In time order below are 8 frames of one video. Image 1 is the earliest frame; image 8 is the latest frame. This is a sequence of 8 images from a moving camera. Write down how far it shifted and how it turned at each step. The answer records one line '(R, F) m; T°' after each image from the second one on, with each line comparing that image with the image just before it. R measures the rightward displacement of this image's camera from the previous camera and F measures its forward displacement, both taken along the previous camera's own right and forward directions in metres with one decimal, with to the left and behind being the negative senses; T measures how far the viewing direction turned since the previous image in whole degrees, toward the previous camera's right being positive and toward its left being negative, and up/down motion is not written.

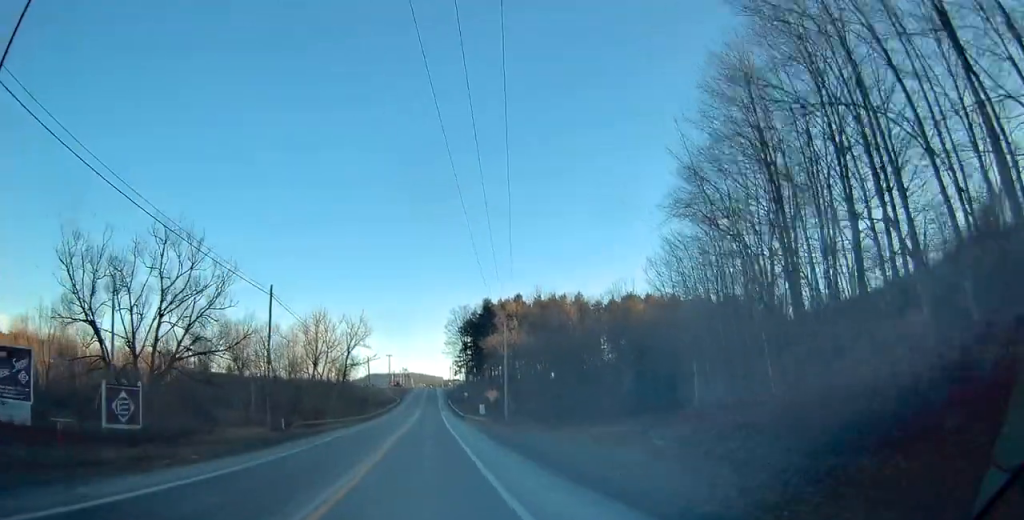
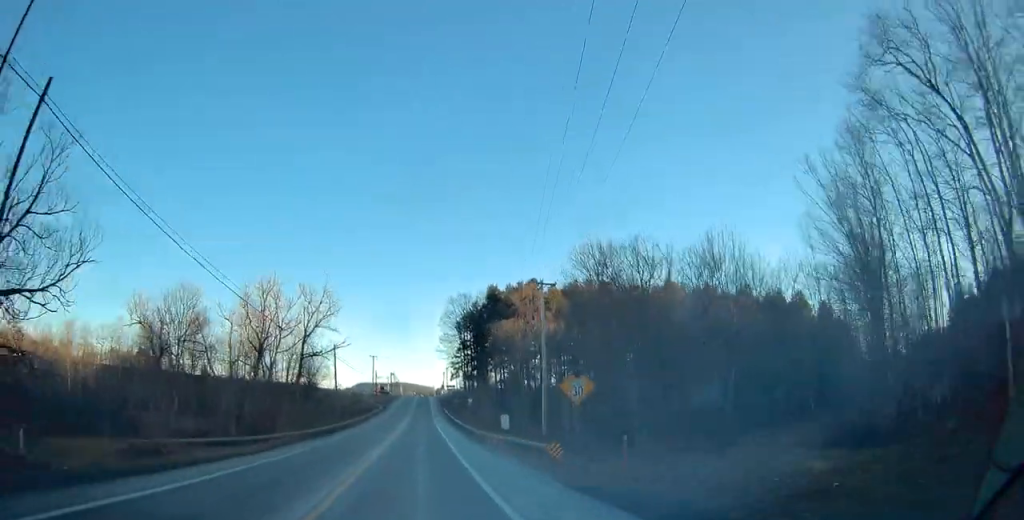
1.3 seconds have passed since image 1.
(+0.6, +28.4) m; +2°
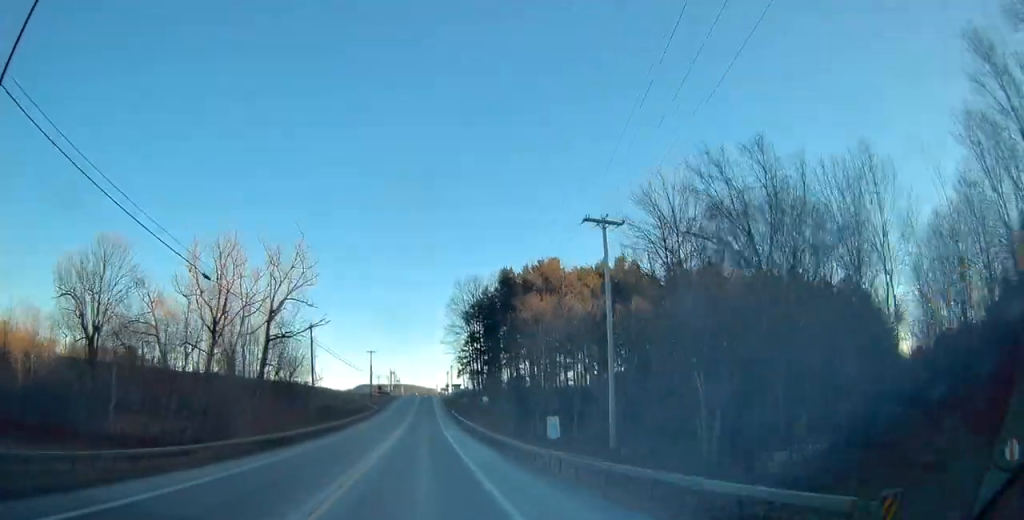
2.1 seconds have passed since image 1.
(+0.1, +16.2) m; 0°
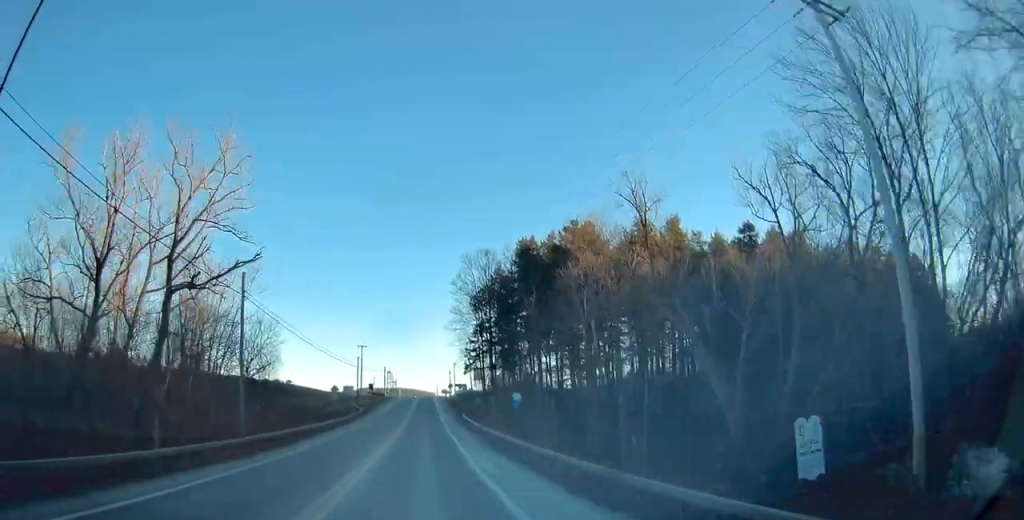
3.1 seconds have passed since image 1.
(+0.1, +21.0) m; 0°
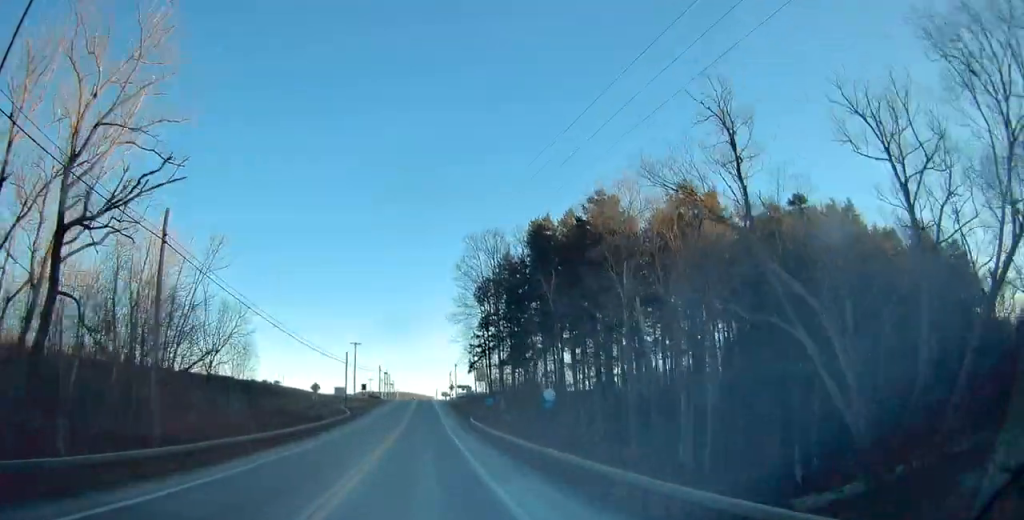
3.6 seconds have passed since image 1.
(0.0, +11.0) m; 0°
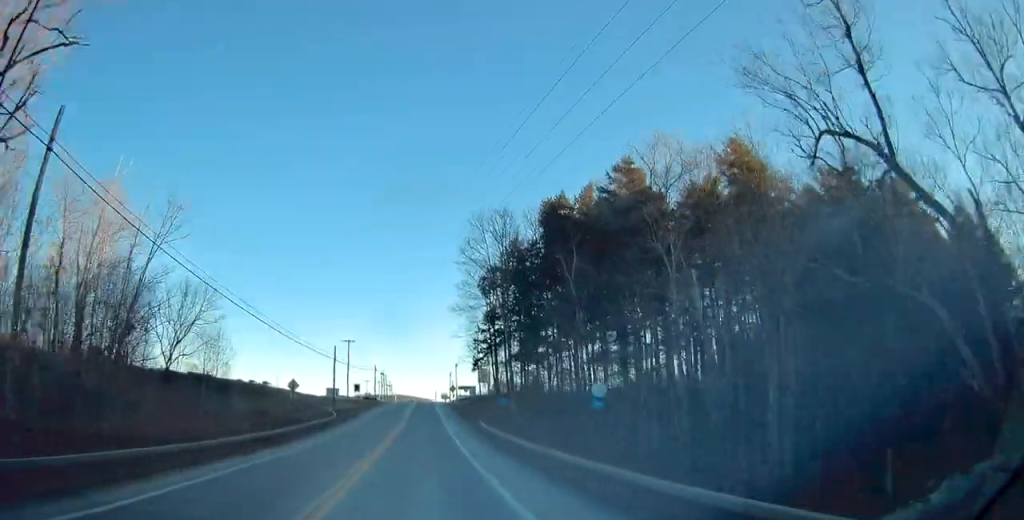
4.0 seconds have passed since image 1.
(0.0, +8.8) m; 0°
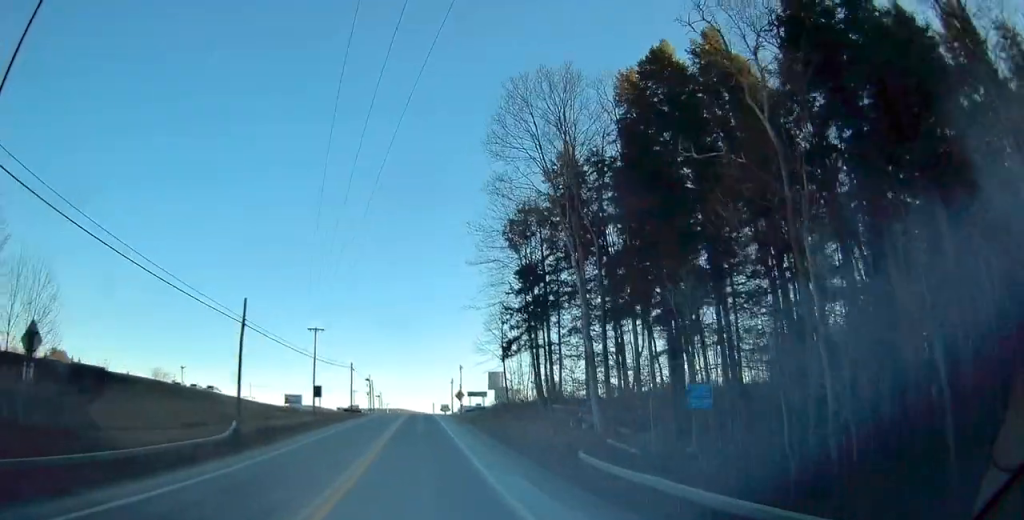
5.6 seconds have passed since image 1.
(0.0, +31.4) m; 0°
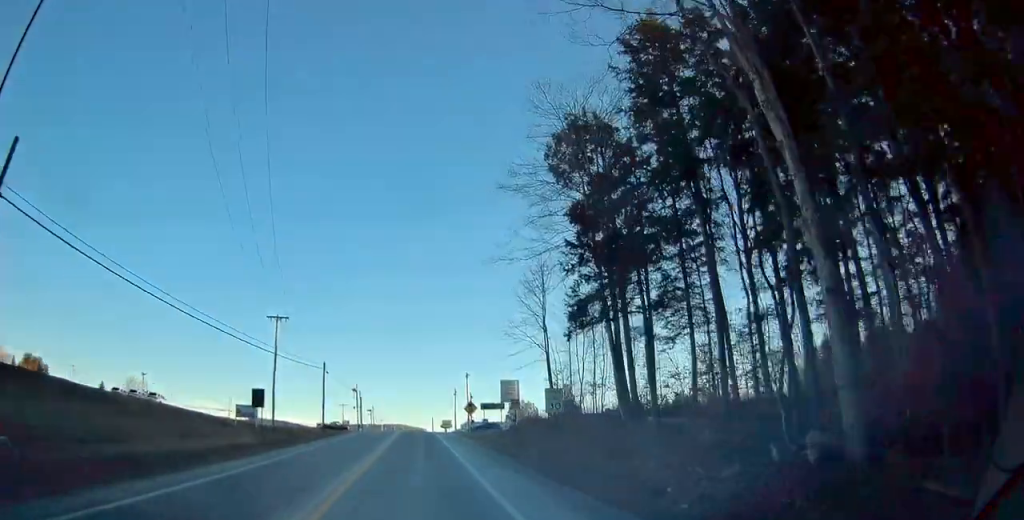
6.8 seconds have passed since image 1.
(+0.1, +21.2) m; +1°
